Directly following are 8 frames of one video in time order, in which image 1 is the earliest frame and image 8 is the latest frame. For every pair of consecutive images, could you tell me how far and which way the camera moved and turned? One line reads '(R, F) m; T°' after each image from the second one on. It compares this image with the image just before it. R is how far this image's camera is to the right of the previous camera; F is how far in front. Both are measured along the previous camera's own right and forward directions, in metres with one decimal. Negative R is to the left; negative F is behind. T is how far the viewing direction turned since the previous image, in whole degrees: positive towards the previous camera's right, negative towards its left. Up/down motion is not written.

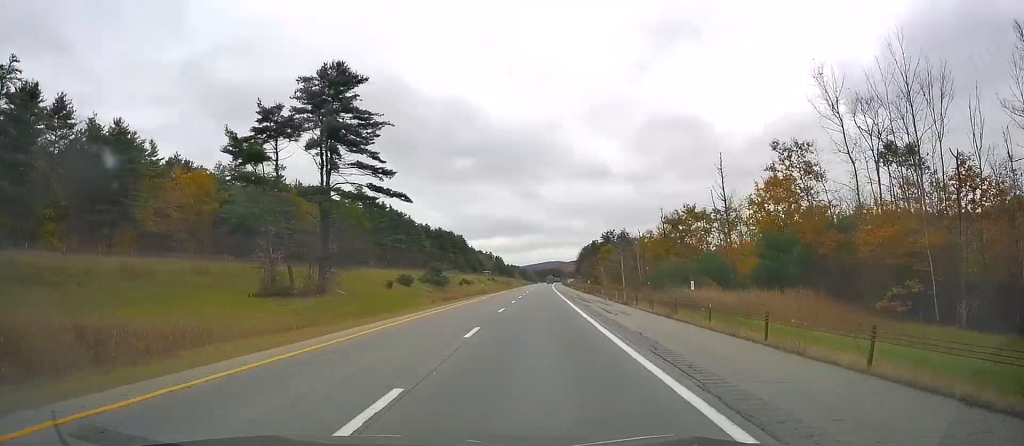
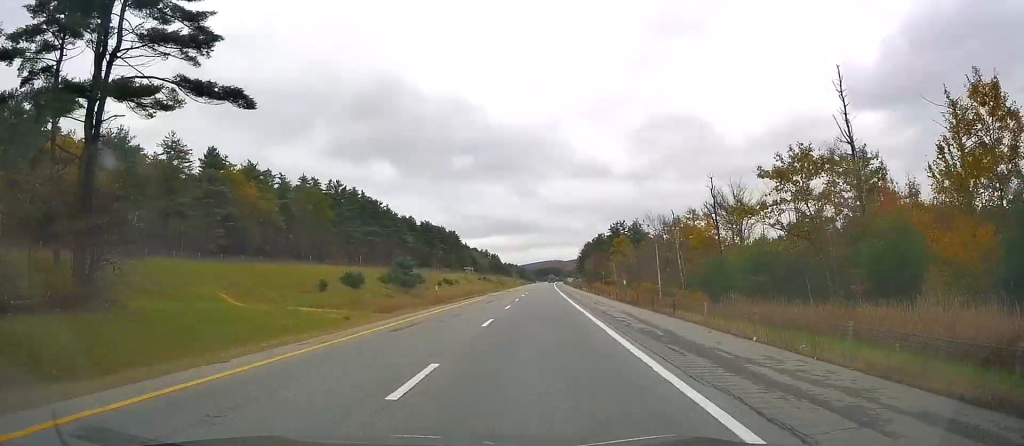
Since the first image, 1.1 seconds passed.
(+0.1, +33.2) m; 0°
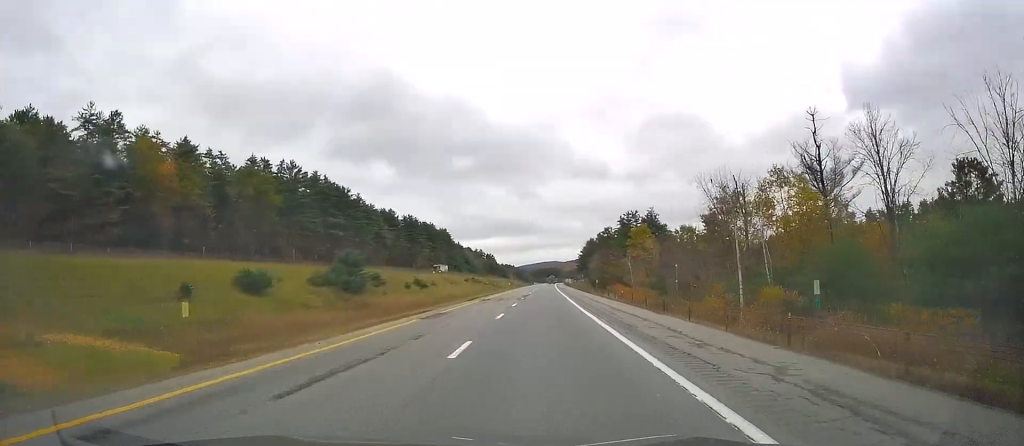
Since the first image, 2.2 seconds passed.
(0.0, +31.3) m; +1°
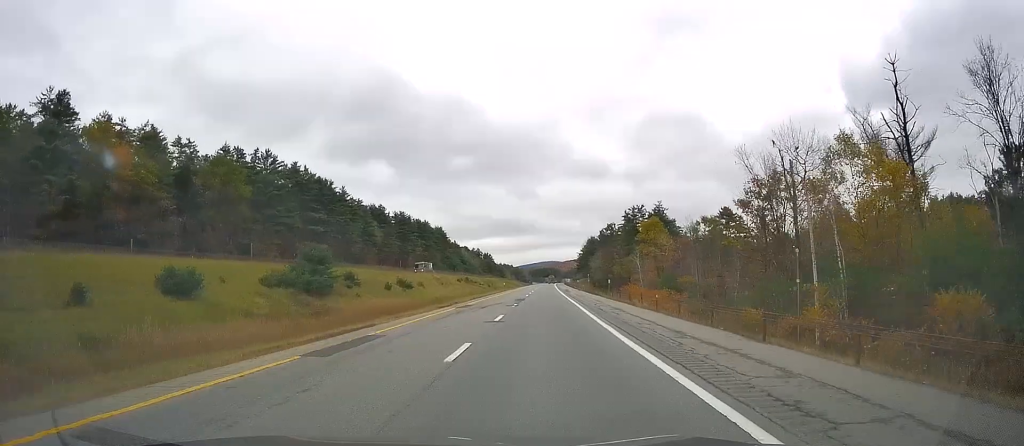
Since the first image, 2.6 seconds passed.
(+0.3, +12.9) m; 0°
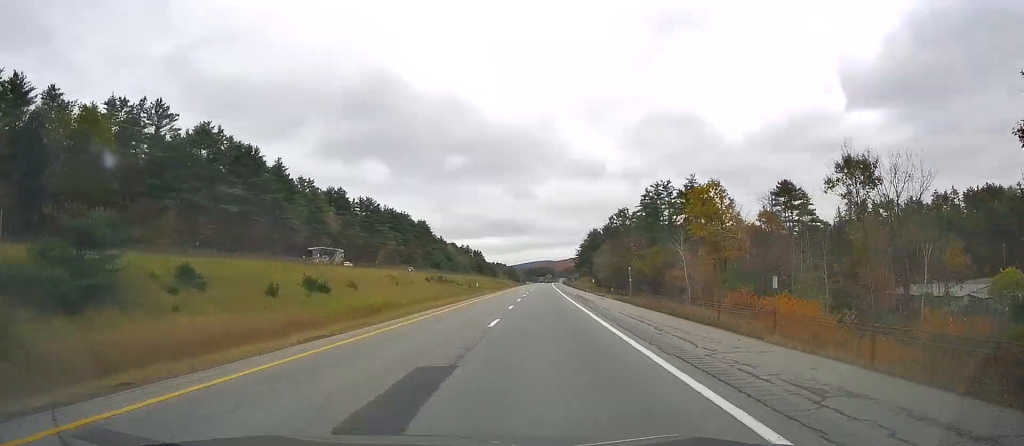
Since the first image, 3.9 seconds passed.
(-0.1, +39.7) m; -1°
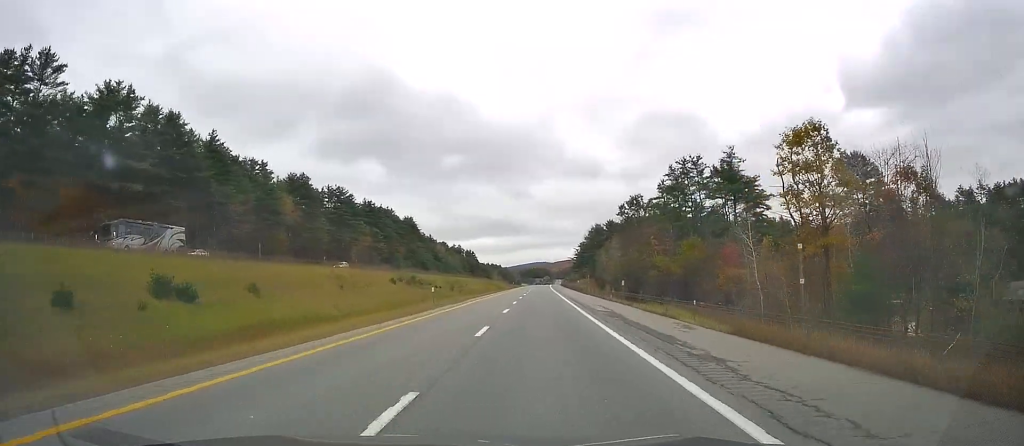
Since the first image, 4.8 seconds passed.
(+0.1, +26.8) m; 0°
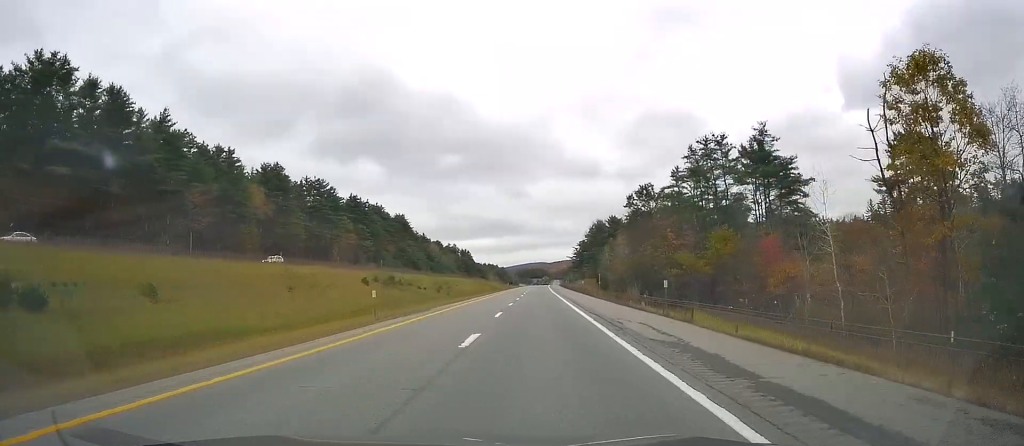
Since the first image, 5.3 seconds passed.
(+0.1, +14.9) m; 0°
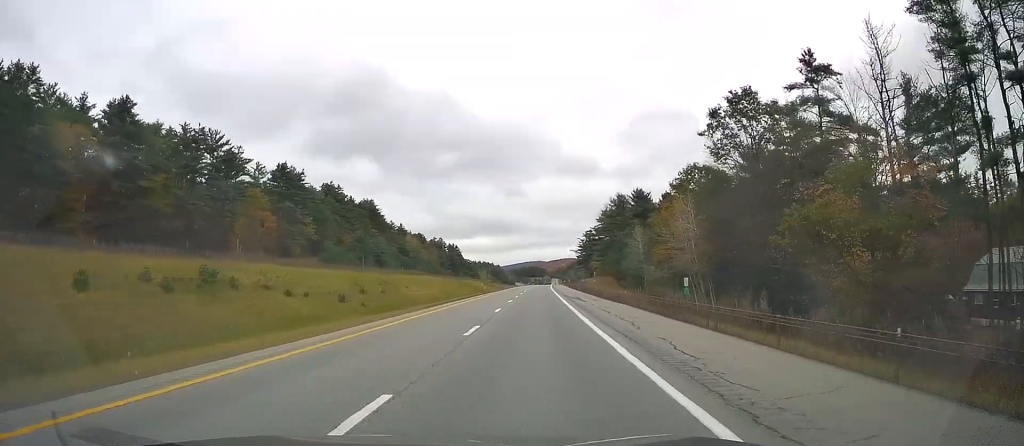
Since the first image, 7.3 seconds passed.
(+0.9, +57.5) m; +1°
